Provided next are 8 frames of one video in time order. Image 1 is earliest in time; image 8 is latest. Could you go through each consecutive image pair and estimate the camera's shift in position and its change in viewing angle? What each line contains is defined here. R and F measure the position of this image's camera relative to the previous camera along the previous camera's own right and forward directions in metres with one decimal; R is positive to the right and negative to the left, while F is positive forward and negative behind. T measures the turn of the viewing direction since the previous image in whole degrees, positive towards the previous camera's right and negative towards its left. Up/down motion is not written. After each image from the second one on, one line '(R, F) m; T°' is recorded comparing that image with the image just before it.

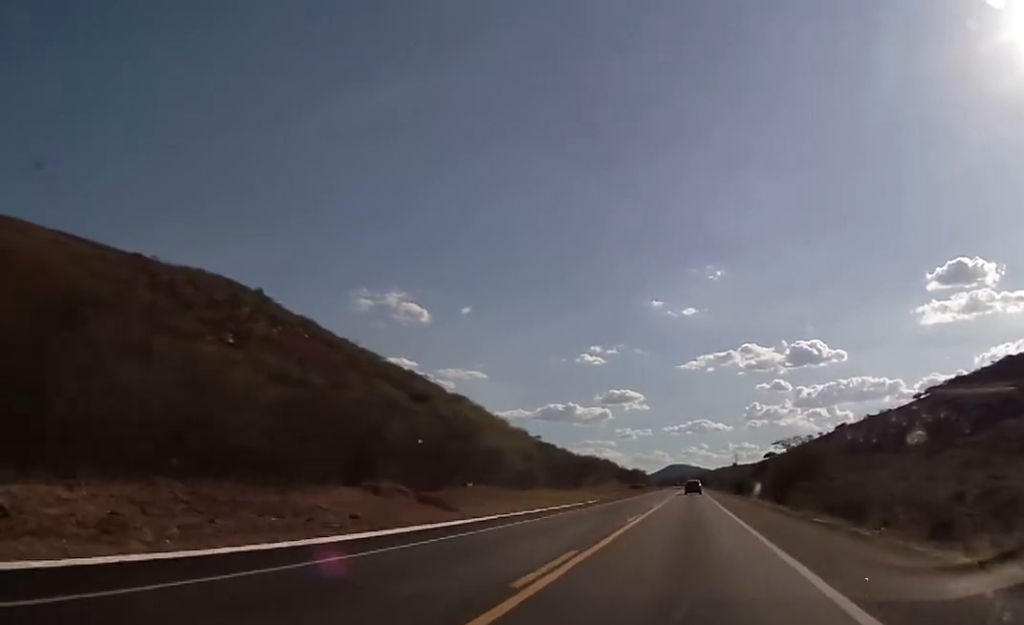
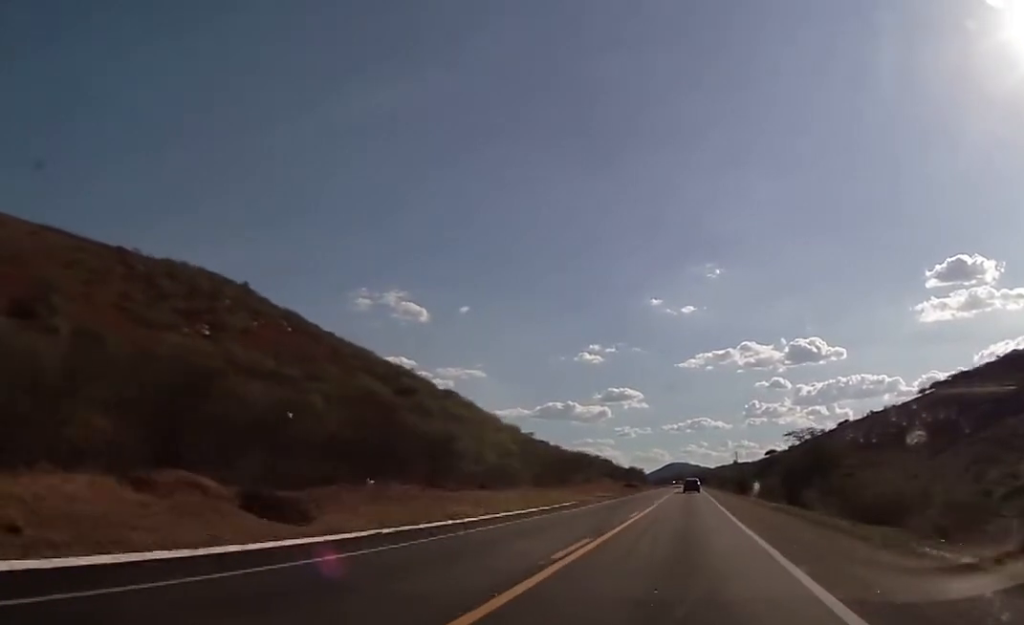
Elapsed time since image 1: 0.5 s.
(0.0, +13.7) m; 0°
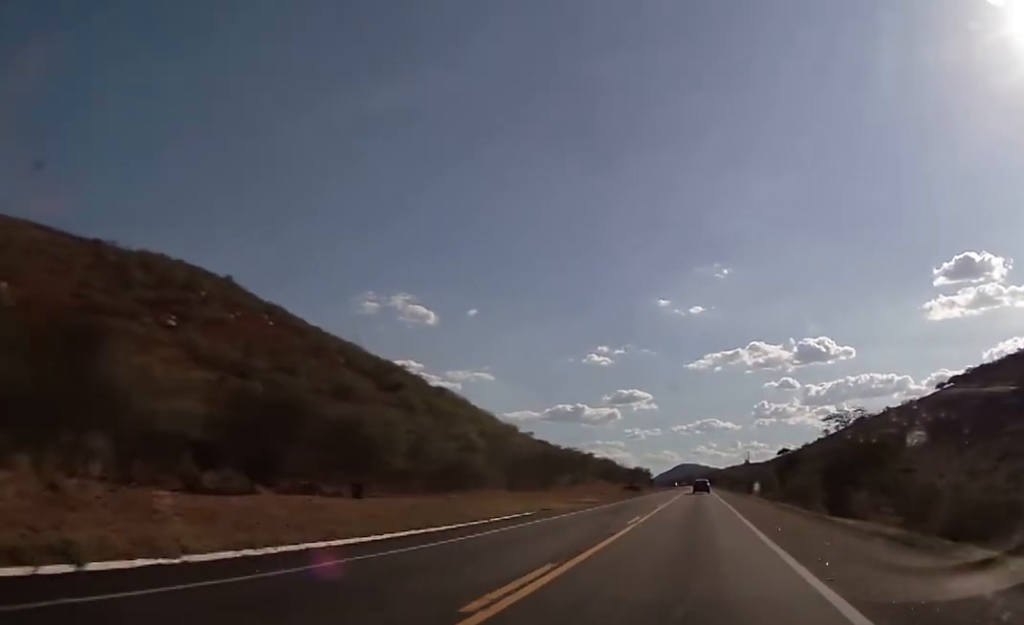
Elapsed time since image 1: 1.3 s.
(0.0, +21.9) m; 0°
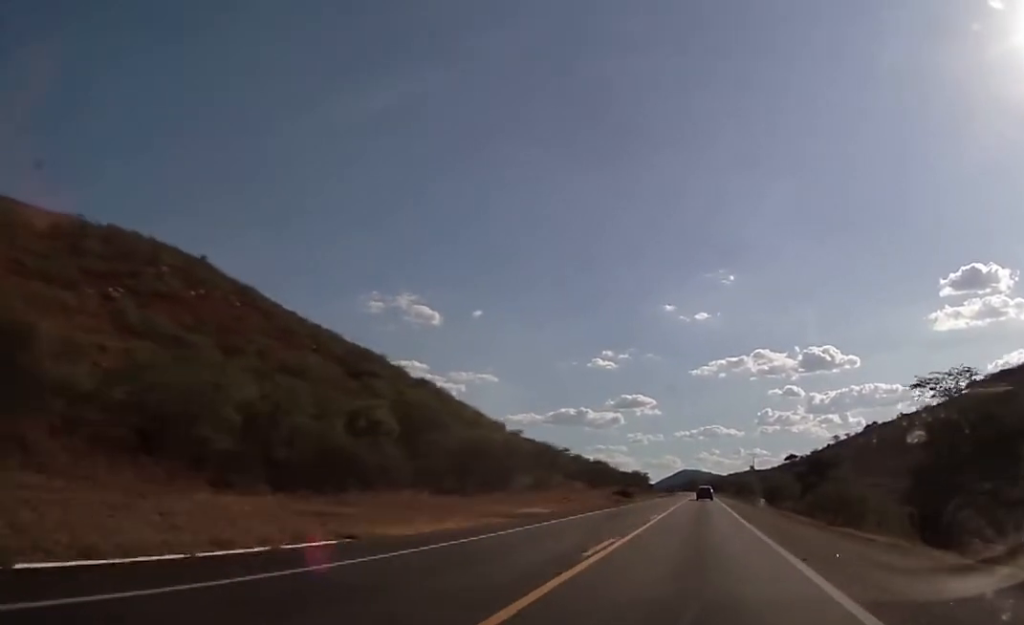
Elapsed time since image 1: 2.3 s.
(-0.1, +26.7) m; 0°
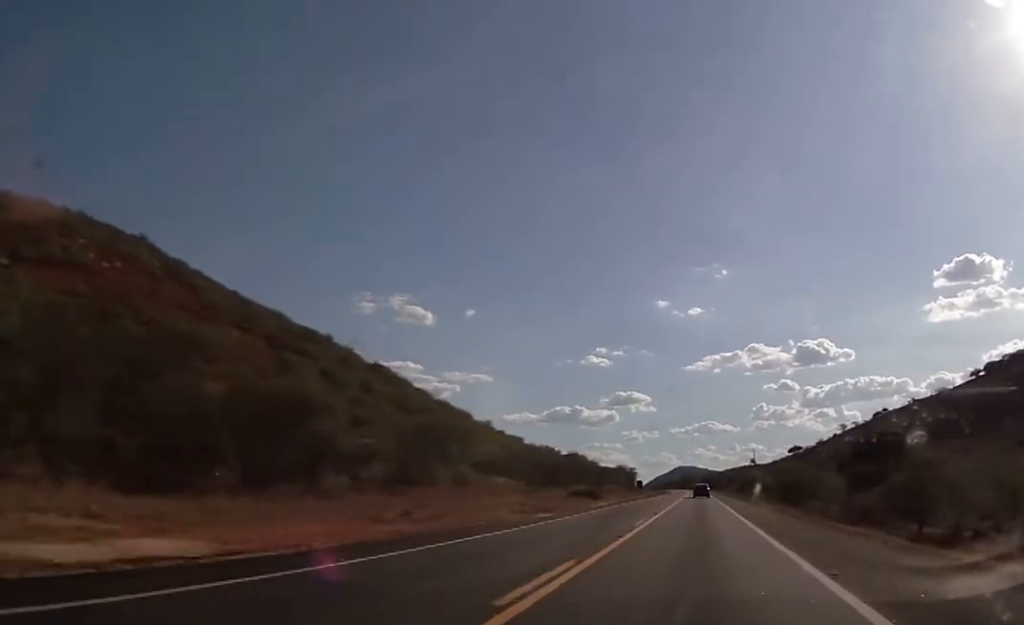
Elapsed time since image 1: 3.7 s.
(+0.4, +39.8) m; +1°
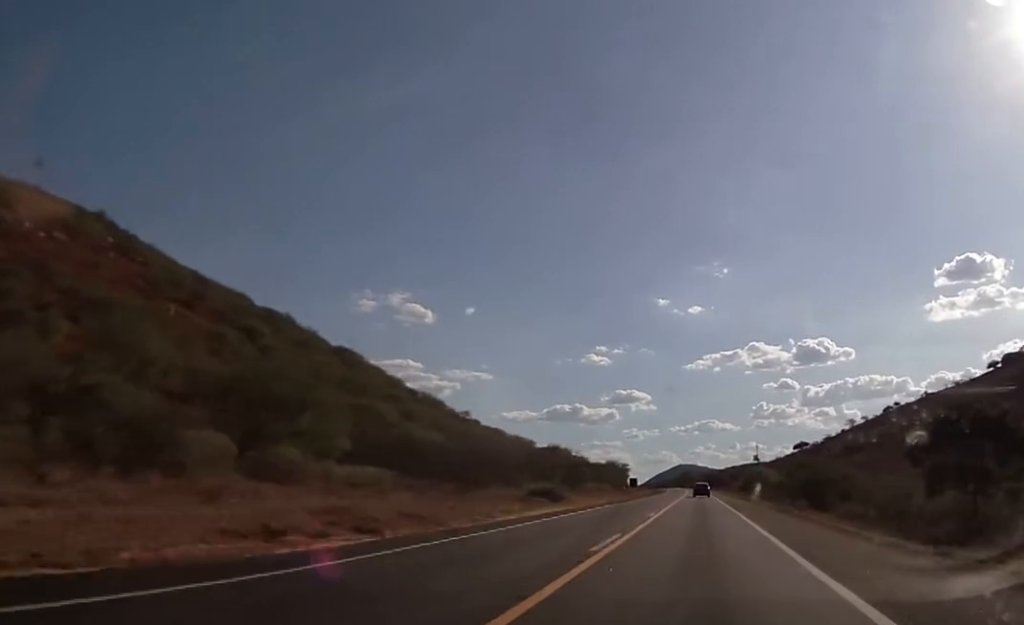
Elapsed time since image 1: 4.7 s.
(-0.2, +27.0) m; -1°
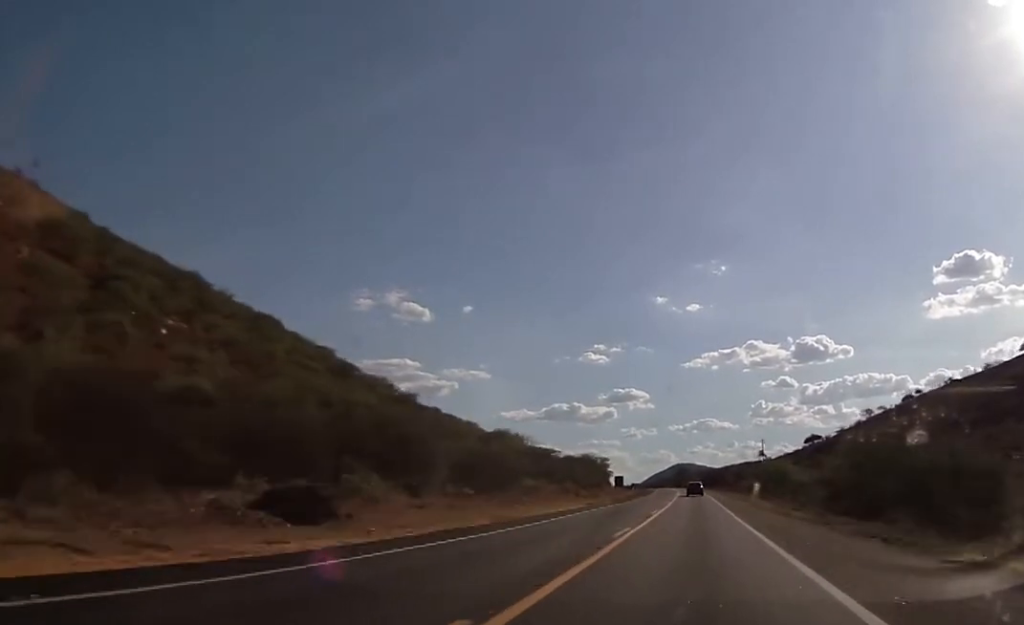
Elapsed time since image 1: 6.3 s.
(+0.1, +45.8) m; +1°
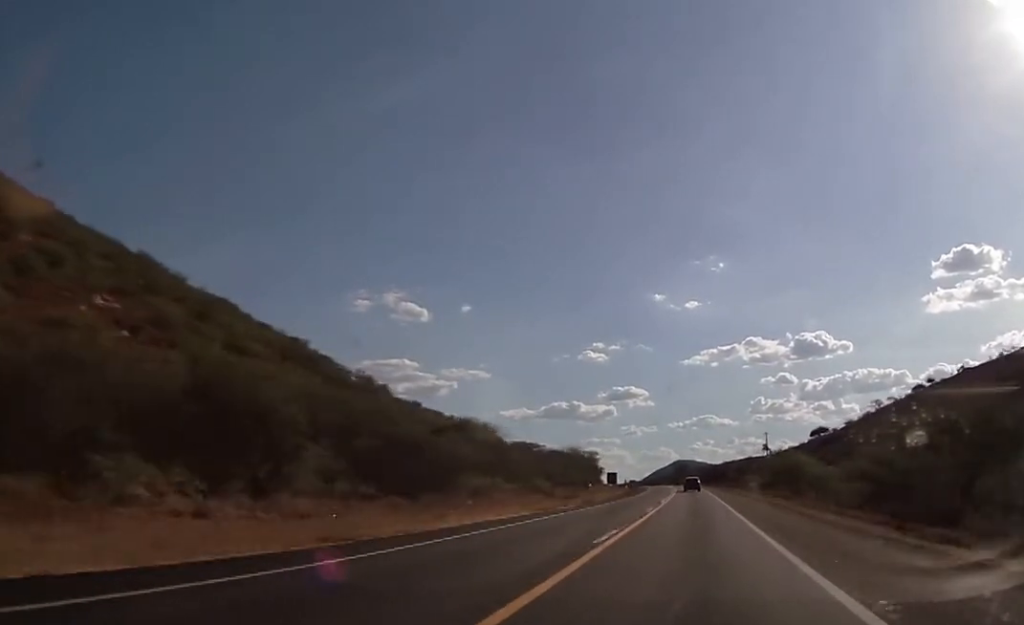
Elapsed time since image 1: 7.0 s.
(0.0, +19.8) m; 0°
